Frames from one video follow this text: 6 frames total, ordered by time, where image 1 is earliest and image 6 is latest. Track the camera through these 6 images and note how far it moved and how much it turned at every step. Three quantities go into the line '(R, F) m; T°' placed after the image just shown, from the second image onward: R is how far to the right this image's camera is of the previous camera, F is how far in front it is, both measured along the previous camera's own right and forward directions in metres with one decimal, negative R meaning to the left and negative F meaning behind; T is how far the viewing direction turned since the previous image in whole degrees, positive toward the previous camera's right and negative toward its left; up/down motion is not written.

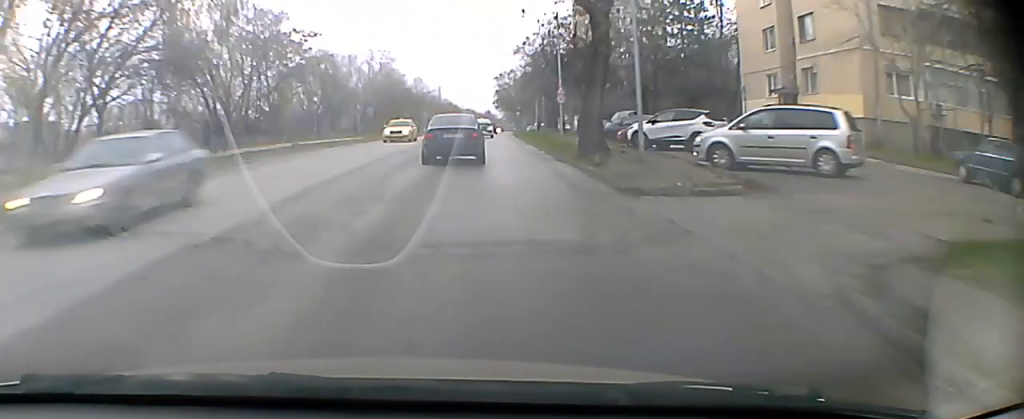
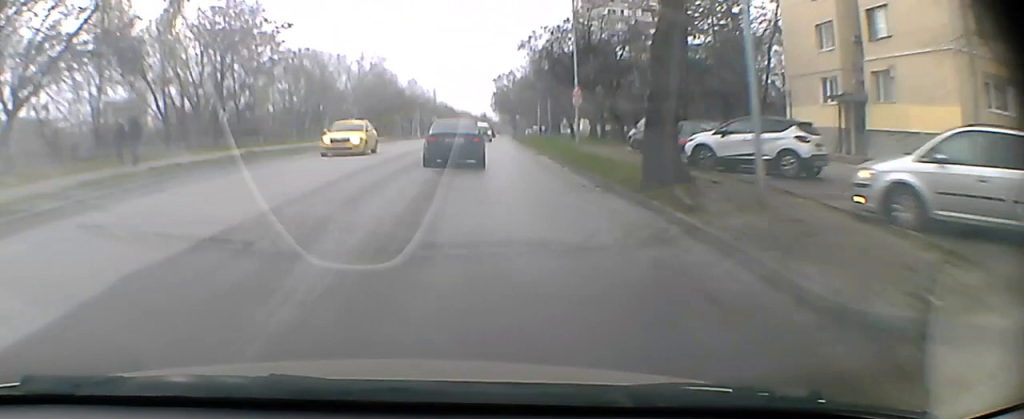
(0.0, +8.3) m; 0°
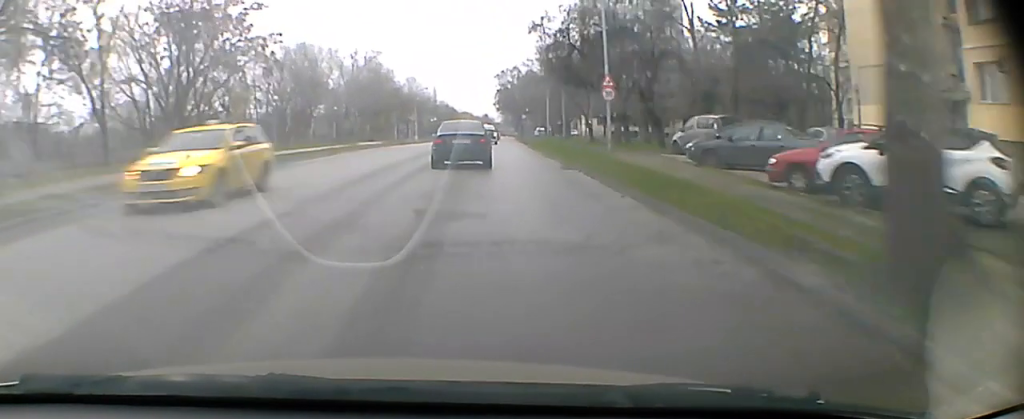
(0.0, +8.3) m; 0°
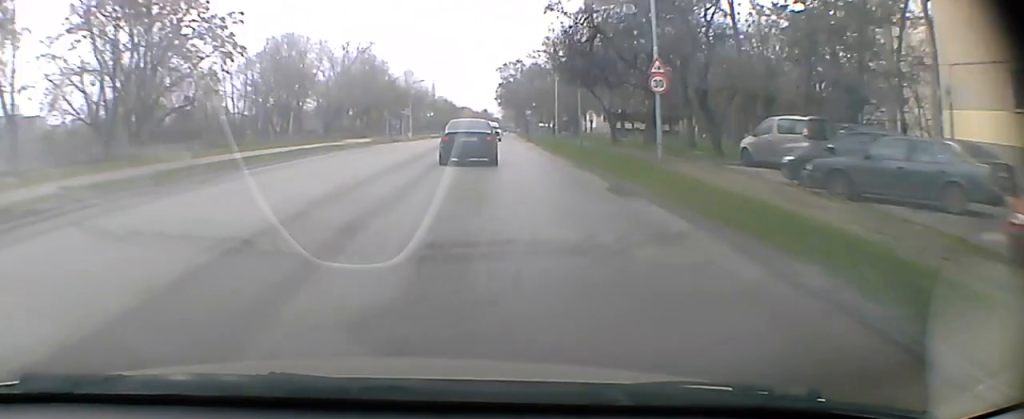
(0.0, +8.3) m; 0°
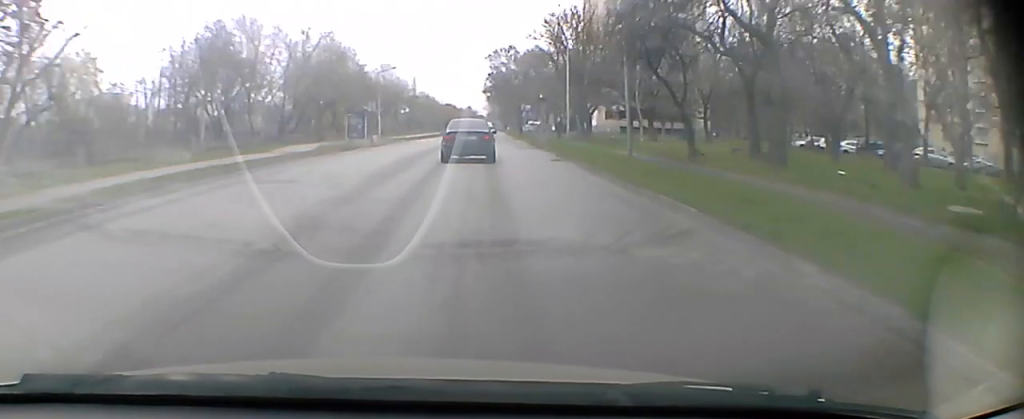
(0.0, +18.2) m; 0°
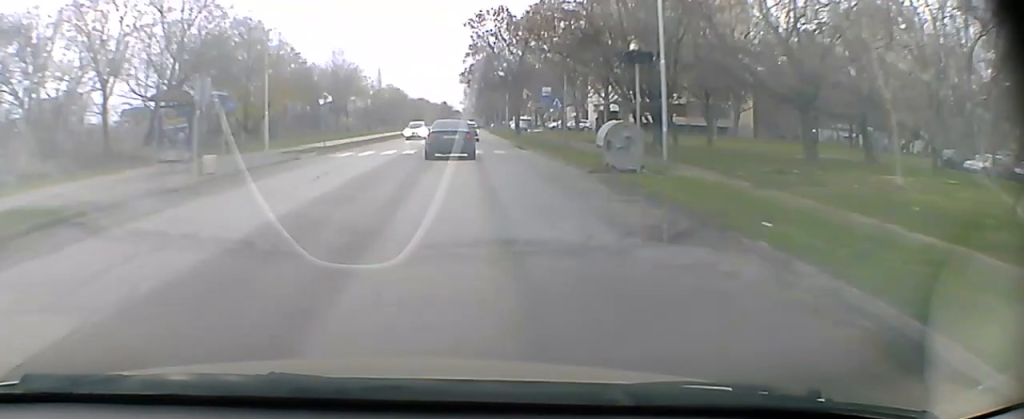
(+0.4, +33.0) m; +1°
